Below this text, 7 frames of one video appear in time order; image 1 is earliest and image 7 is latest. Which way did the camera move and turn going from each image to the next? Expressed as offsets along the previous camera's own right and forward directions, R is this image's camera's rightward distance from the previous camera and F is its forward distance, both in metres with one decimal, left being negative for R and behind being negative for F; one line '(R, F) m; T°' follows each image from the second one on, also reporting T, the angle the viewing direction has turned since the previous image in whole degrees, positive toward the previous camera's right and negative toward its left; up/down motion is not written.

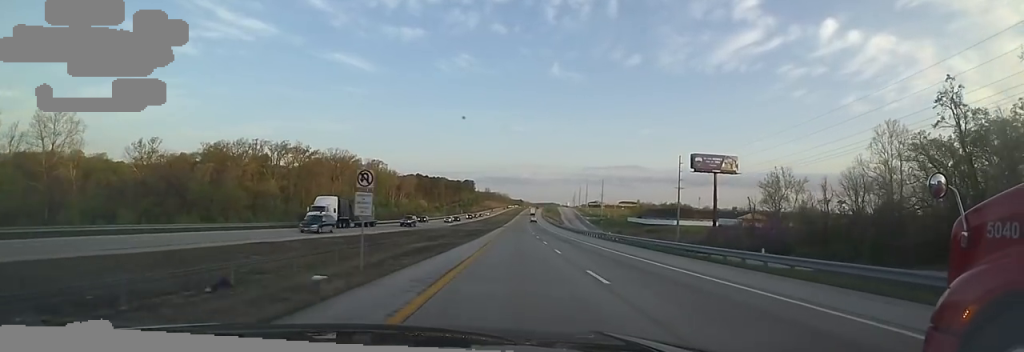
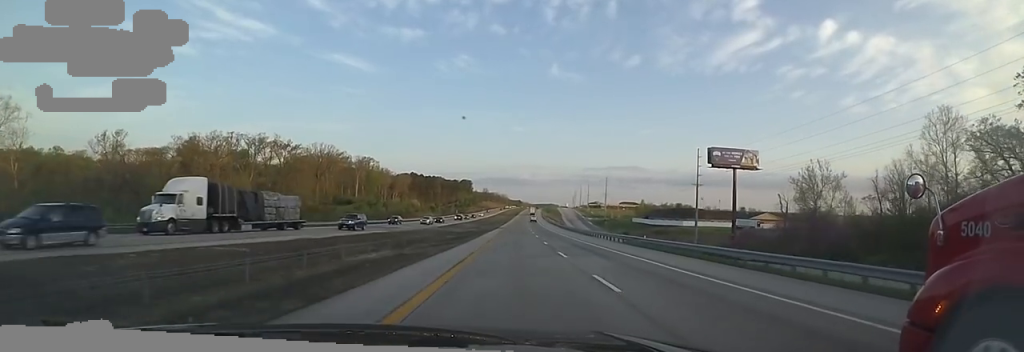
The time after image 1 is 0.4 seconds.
(-0.5, +13.9) m; +1°
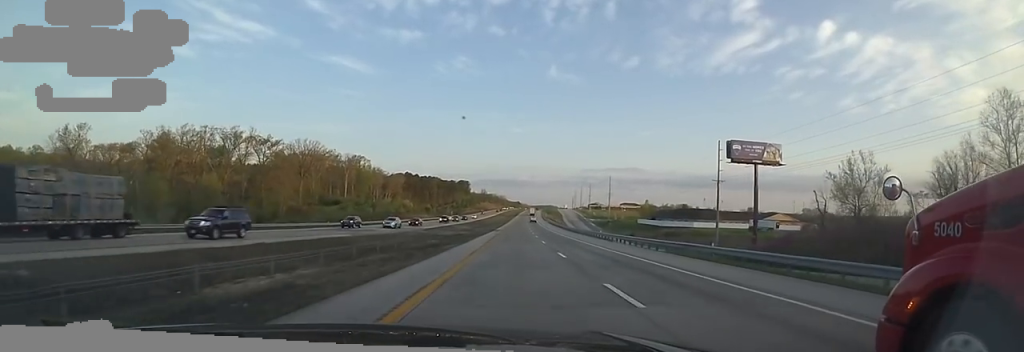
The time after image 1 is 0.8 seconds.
(-0.8, +12.8) m; +1°
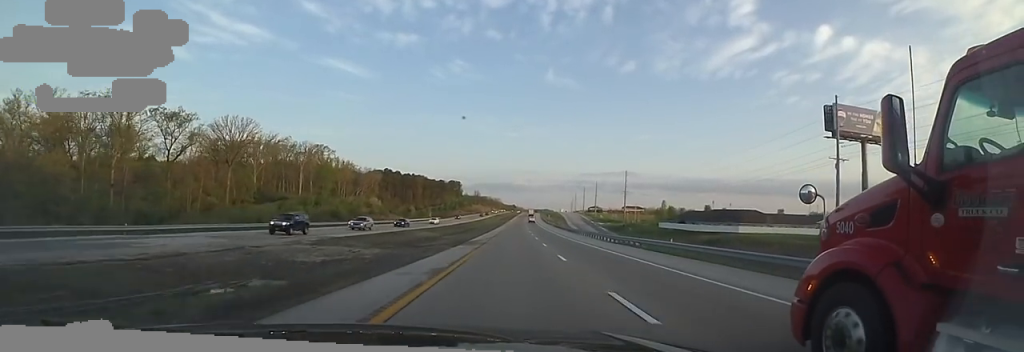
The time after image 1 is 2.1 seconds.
(+2.4, +39.9) m; +1°
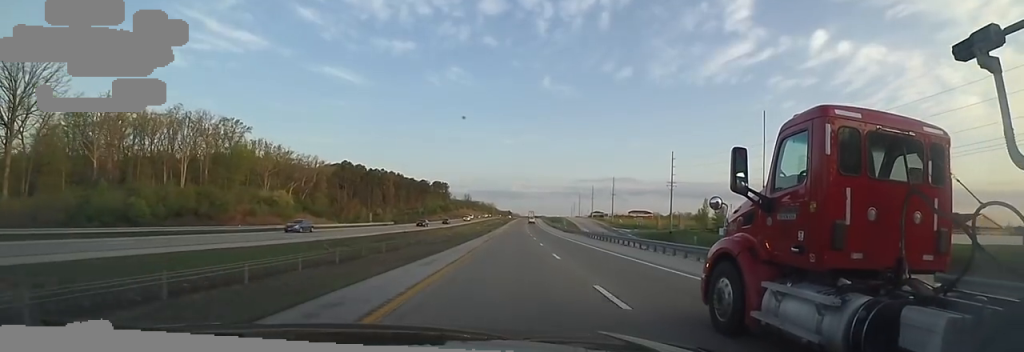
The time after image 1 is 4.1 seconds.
(-2.7, +58.2) m; -1°
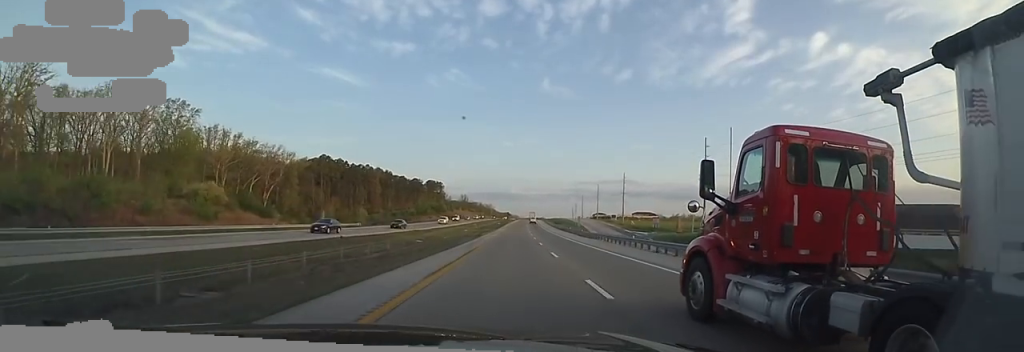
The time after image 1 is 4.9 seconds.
(+1.1, +23.3) m; 0°
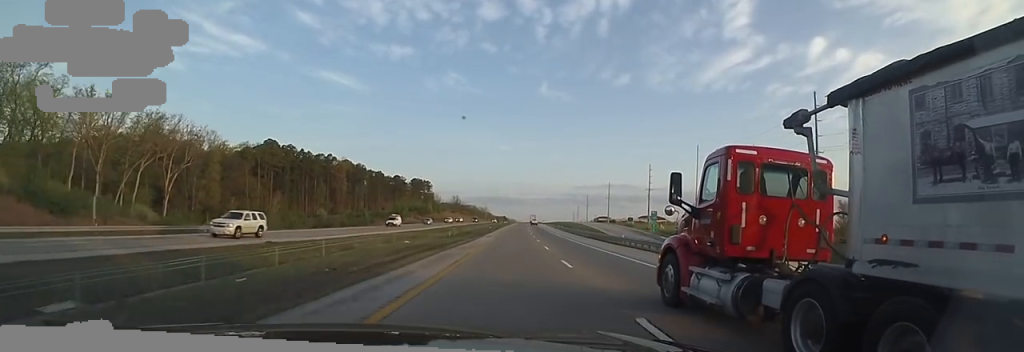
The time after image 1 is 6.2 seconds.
(-1.4, +42.0) m; 0°
